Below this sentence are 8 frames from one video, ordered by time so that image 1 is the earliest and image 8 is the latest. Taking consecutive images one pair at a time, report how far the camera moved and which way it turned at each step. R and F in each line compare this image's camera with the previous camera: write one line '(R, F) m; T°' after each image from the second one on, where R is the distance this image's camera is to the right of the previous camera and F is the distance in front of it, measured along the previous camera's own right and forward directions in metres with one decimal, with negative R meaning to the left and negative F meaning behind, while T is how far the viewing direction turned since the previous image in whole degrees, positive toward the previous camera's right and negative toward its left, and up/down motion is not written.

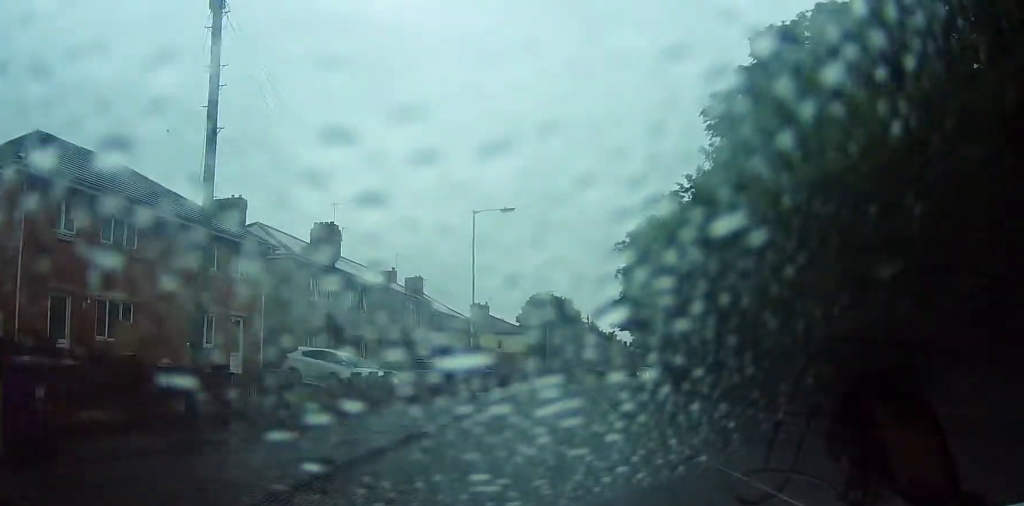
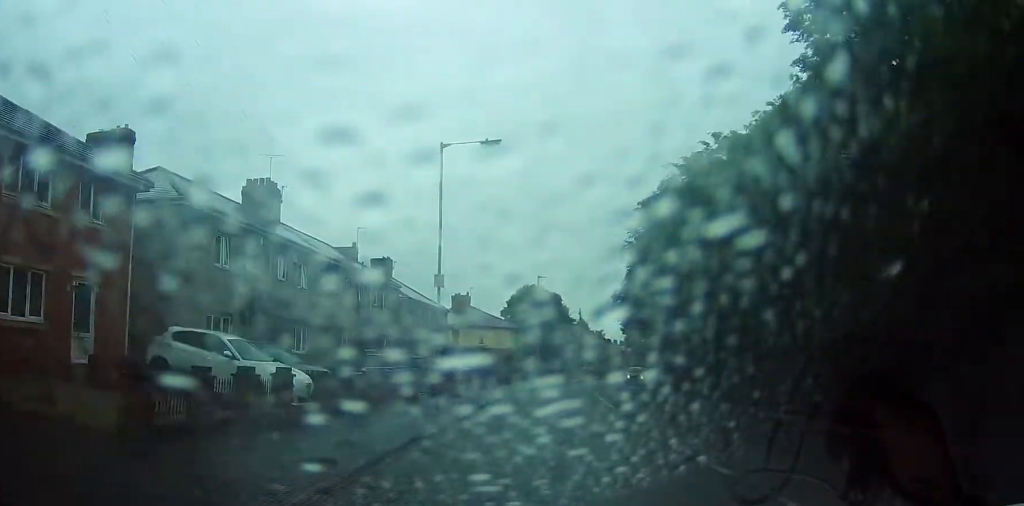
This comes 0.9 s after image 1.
(0.0, +9.5) m; +1°
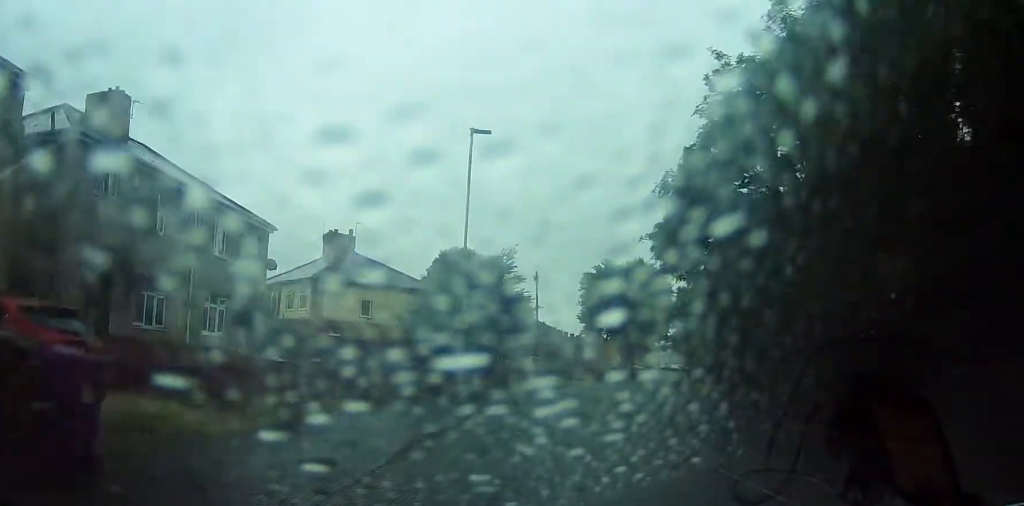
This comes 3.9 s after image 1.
(+2.1, +33.8) m; +7°
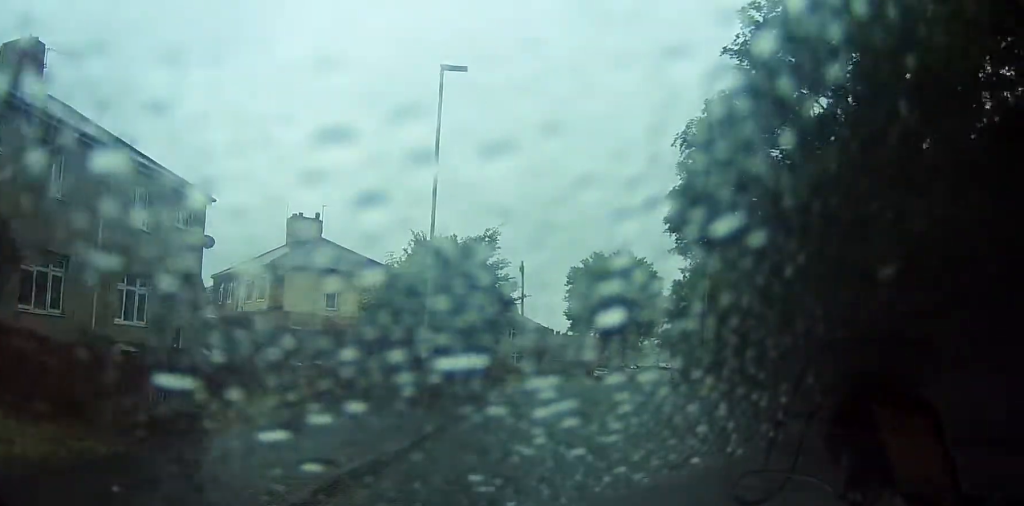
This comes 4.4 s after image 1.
(0.0, +4.5) m; 0°
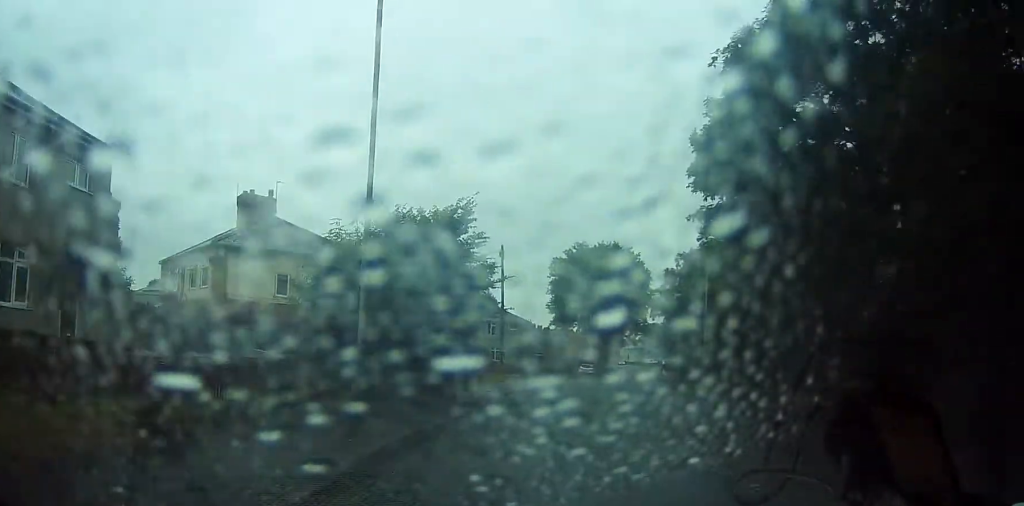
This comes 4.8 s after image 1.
(0.0, +4.4) m; -3°
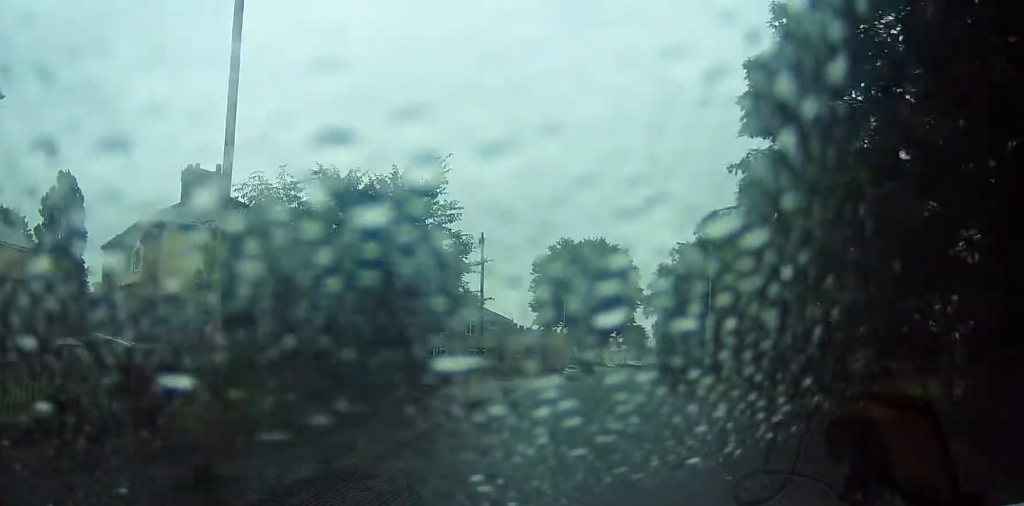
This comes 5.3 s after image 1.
(+0.3, +4.4) m; -5°
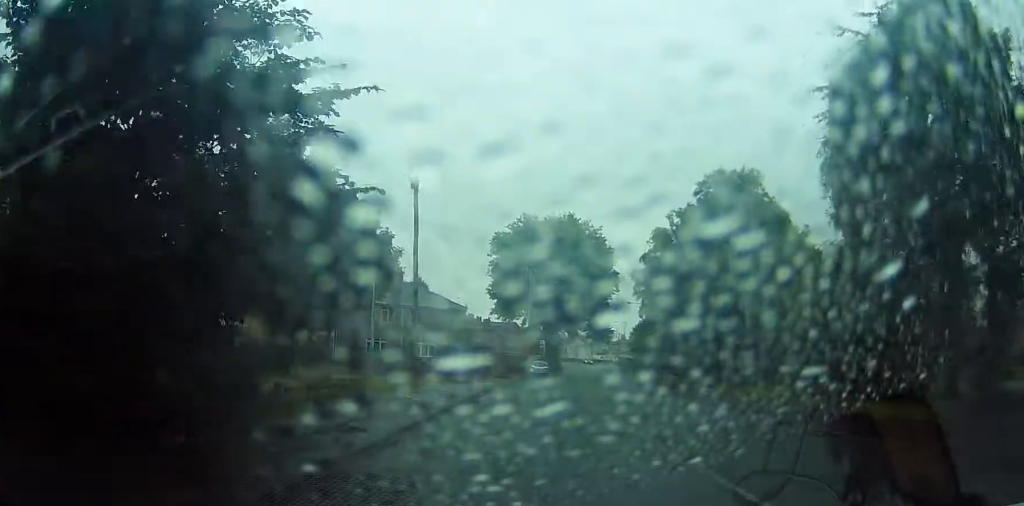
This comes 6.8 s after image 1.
(-0.2, +10.5) m; +17°
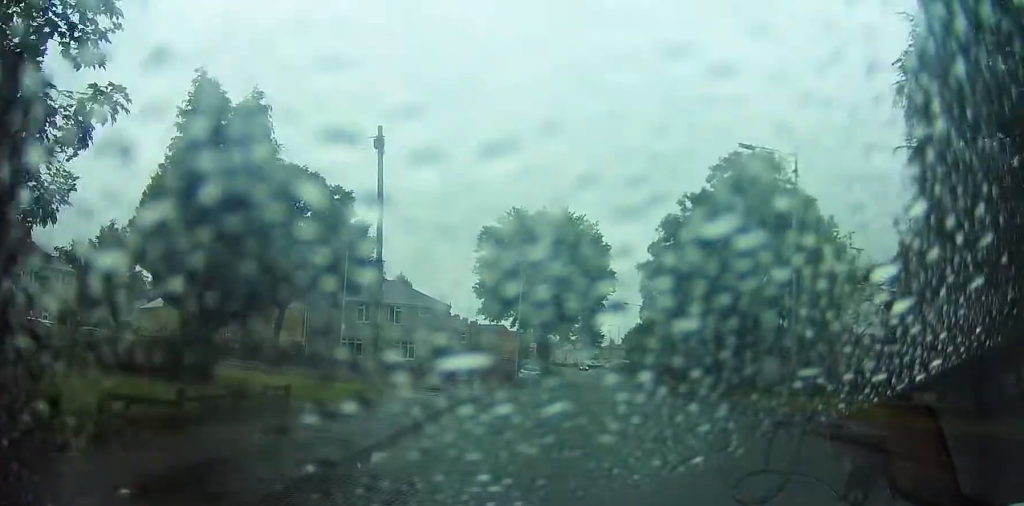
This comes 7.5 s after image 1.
(+1.9, +5.7) m; +10°
